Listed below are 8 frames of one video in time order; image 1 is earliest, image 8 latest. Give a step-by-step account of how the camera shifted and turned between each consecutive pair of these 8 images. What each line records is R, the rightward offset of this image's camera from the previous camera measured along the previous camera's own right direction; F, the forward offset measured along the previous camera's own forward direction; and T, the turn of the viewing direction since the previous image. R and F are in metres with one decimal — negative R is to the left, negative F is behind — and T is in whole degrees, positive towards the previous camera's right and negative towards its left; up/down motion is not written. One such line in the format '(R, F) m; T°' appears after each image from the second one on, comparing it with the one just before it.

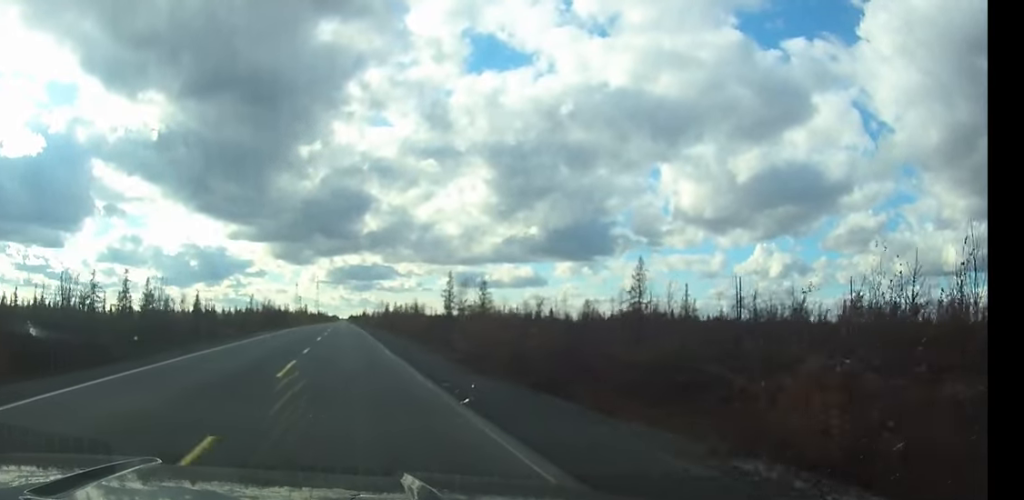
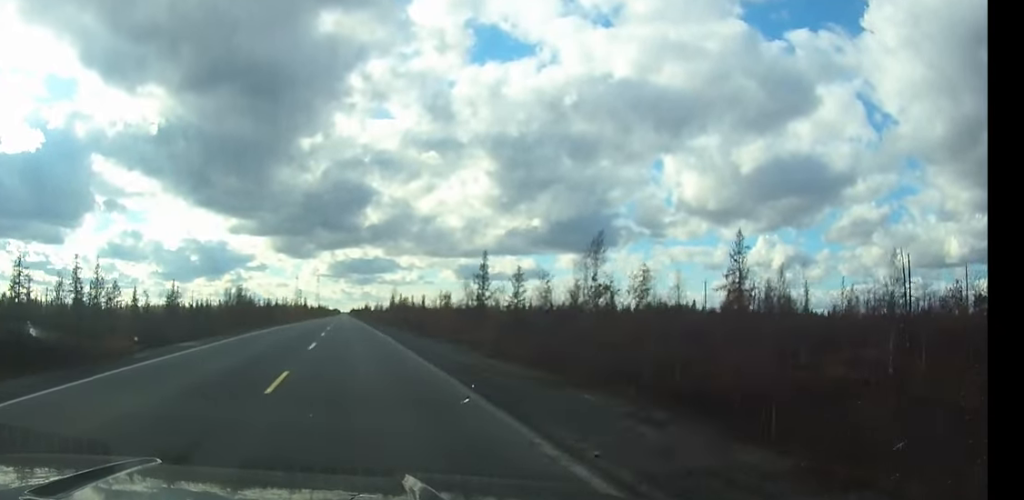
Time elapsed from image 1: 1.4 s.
(0.0, +27.9) m; 0°
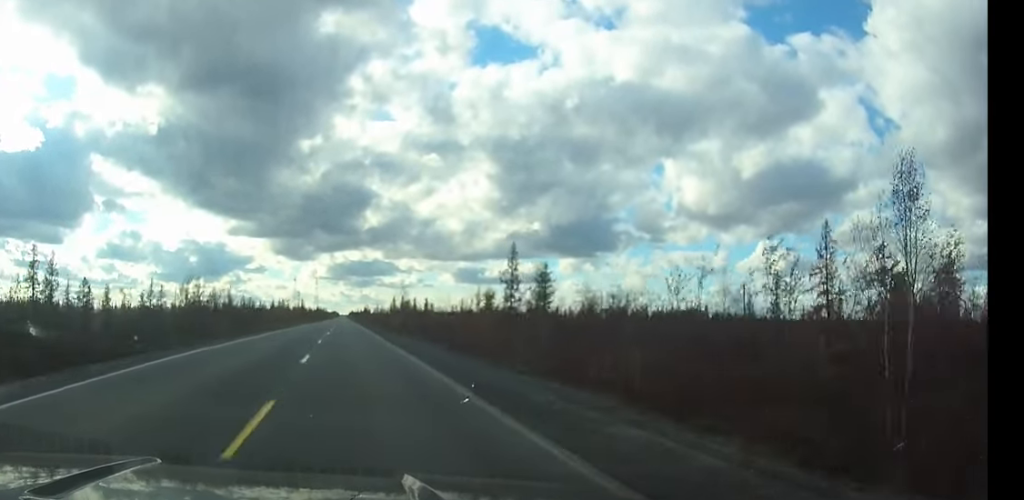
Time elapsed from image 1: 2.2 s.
(0.0, +17.2) m; 0°
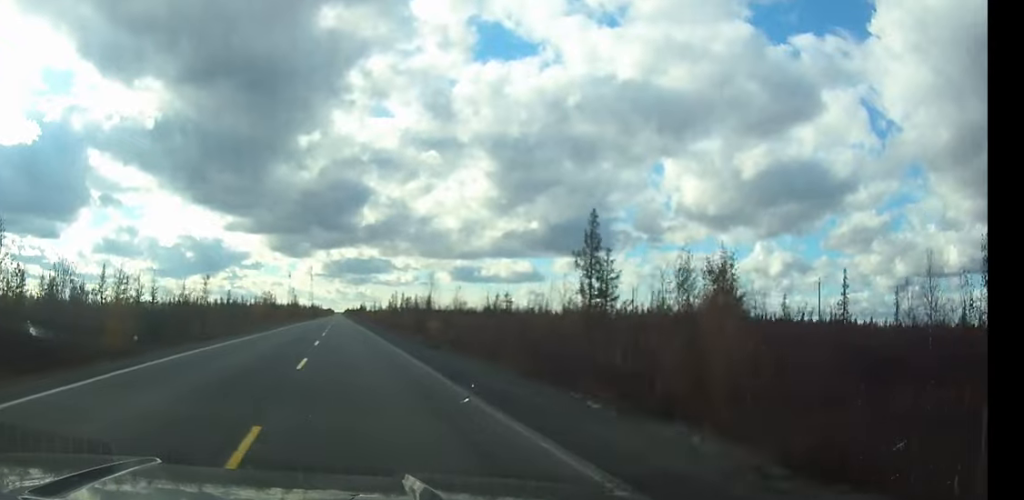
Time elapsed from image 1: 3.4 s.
(+0.1, +25.7) m; 0°
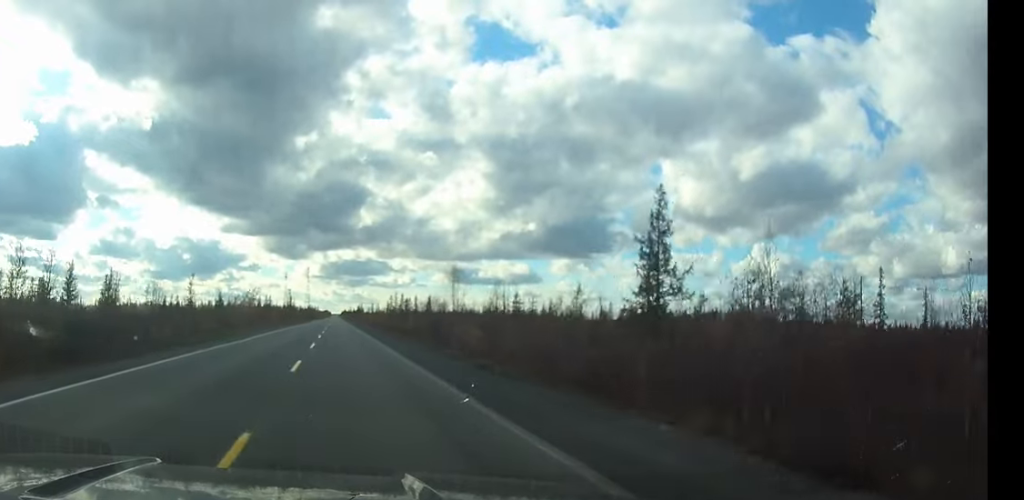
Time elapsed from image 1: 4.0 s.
(+0.1, +12.8) m; 0°
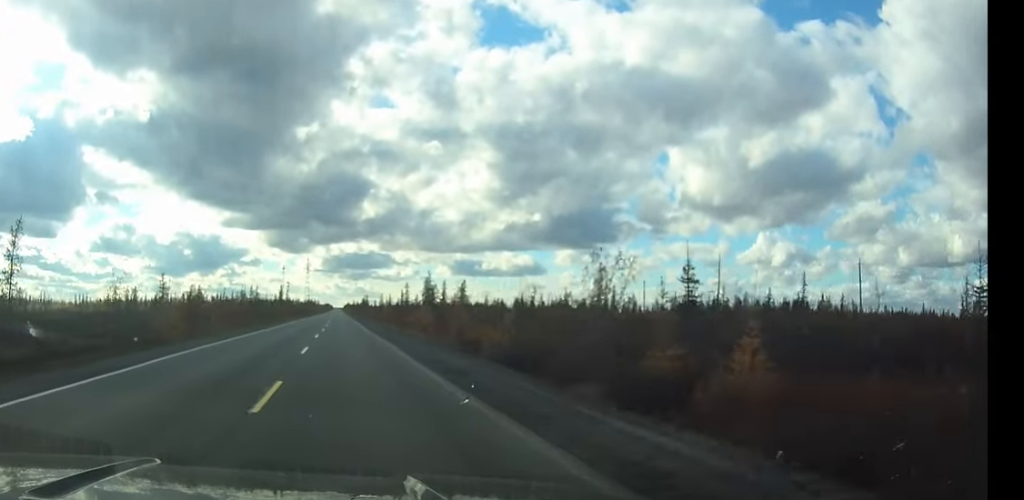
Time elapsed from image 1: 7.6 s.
(0.0, +79.9) m; 0°
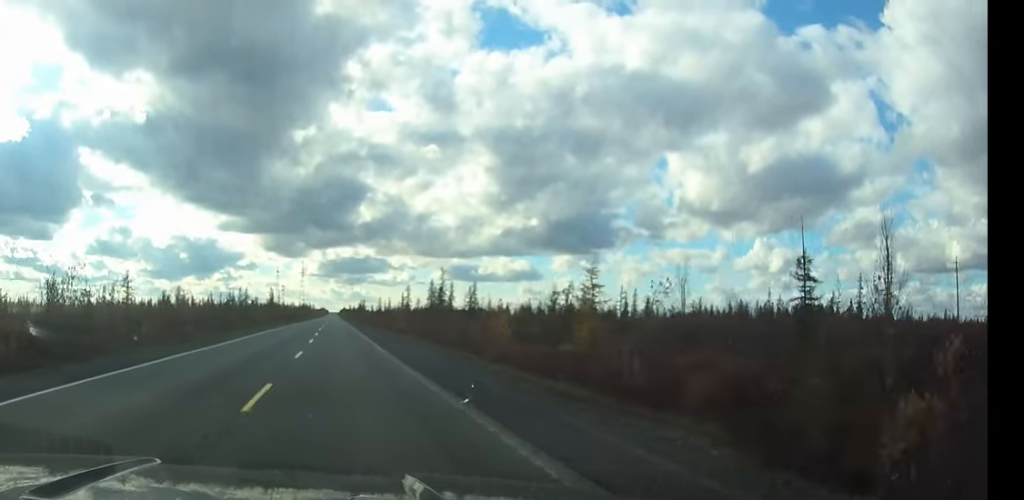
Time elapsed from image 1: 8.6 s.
(0.0, +23.5) m; 0°
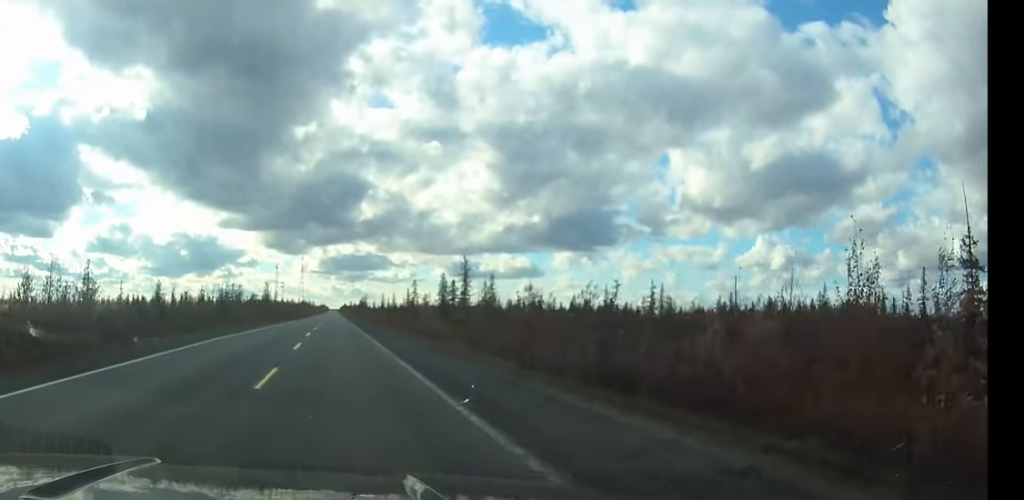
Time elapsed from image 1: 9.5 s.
(0.0, +22.4) m; 0°
